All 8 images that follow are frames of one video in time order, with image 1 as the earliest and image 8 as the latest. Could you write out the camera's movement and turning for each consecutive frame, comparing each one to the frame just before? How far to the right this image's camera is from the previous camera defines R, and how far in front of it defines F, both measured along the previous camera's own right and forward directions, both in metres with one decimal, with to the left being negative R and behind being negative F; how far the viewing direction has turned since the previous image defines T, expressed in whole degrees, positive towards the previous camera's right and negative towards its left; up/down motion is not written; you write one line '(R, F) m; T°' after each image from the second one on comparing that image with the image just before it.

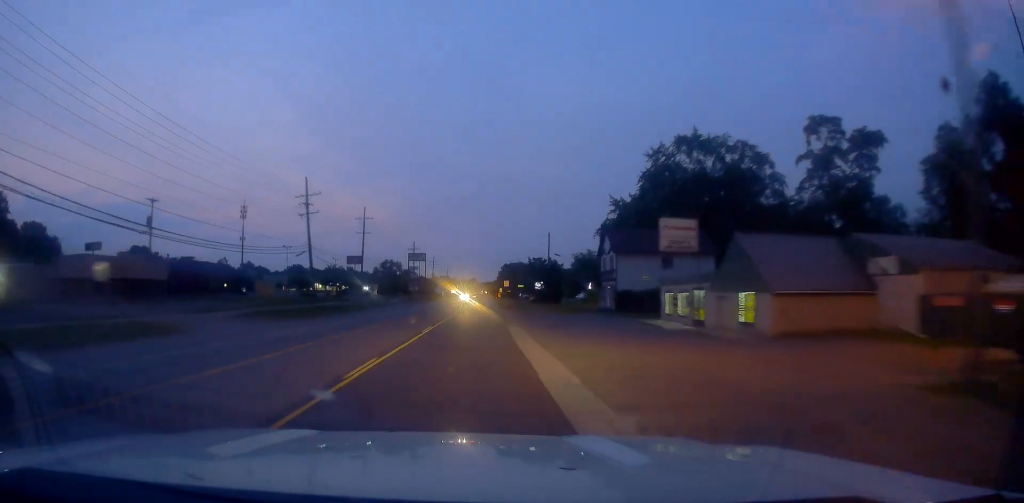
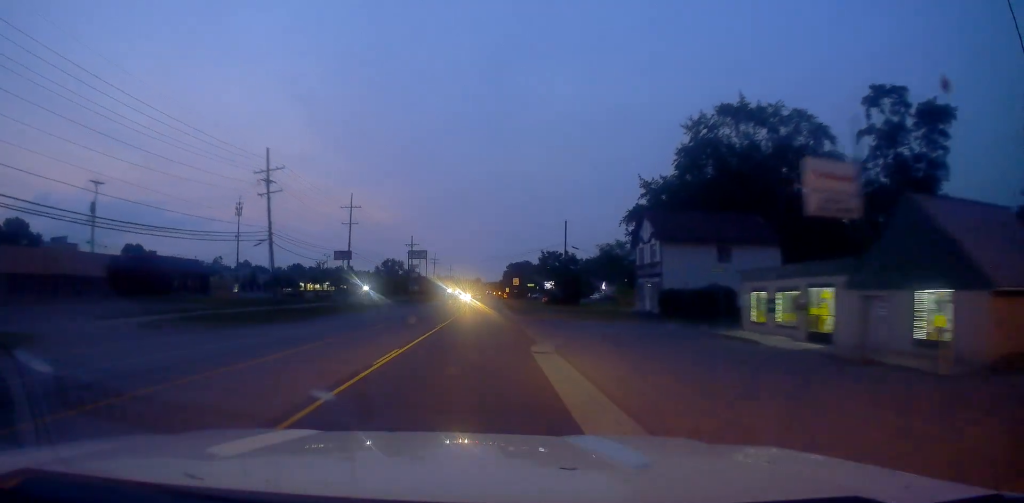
(-0.3, +12.9) m; -1°
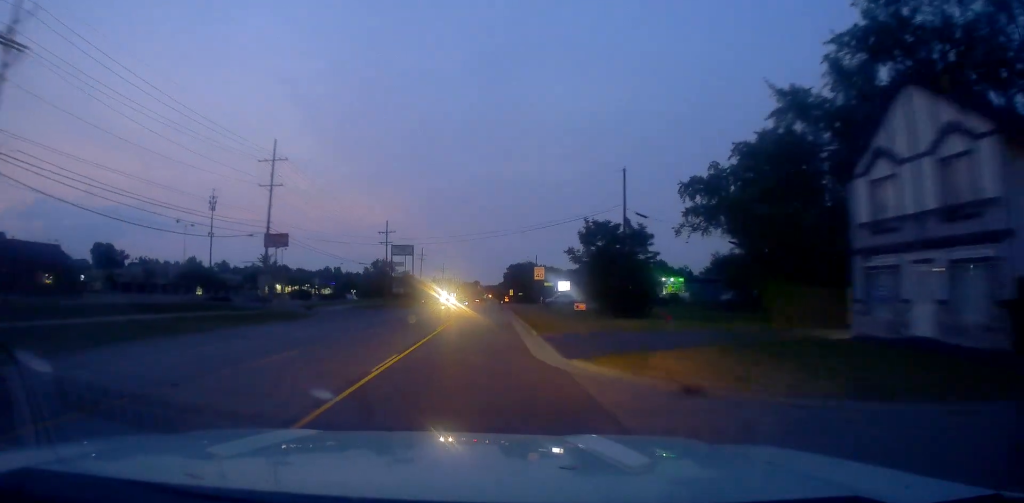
(-0.4, +32.0) m; -1°
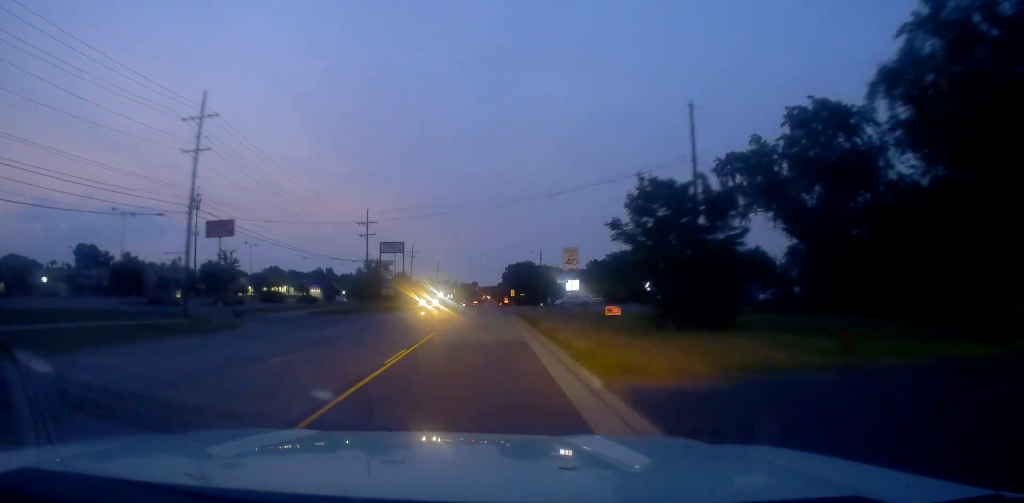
(0.0, +14.7) m; 0°
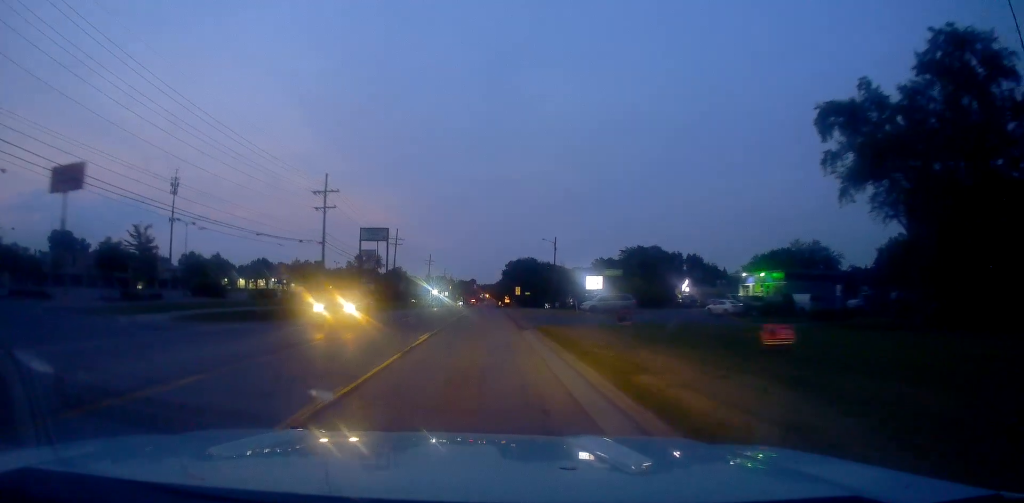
(0.0, +22.9) m; 0°
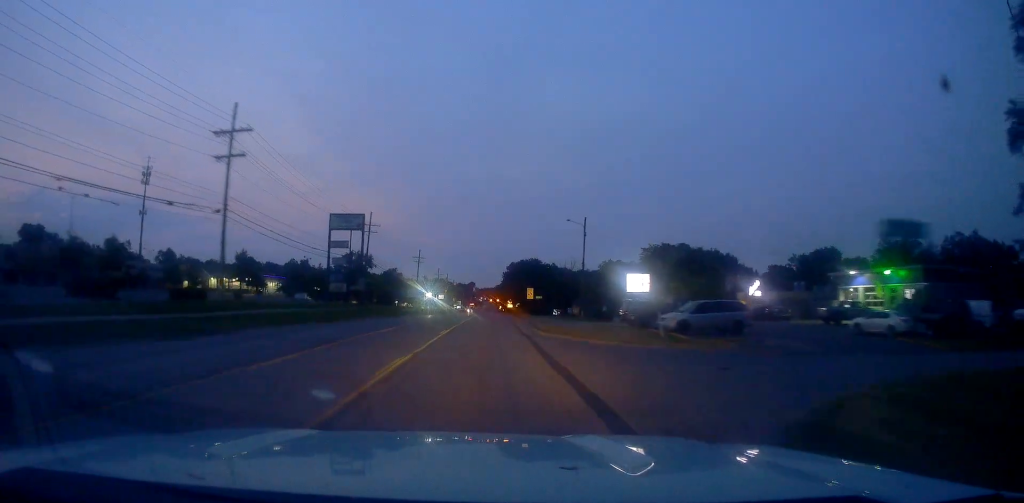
(0.0, +24.7) m; 0°
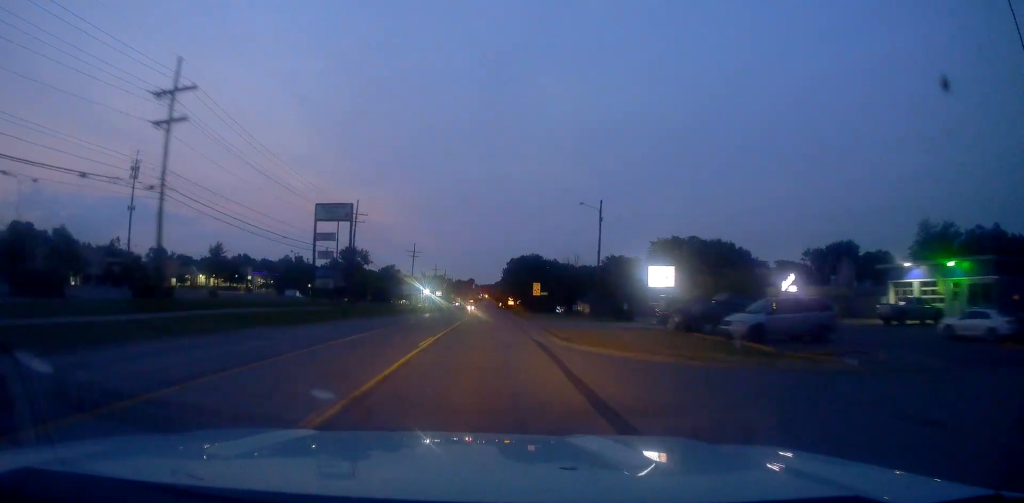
(0.0, +8.2) m; 0°
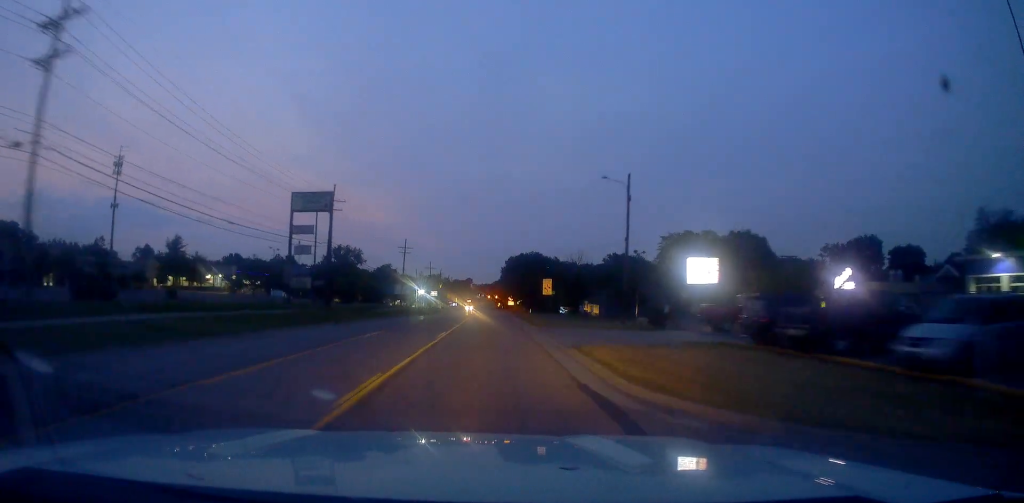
(0.0, +10.5) m; 0°
